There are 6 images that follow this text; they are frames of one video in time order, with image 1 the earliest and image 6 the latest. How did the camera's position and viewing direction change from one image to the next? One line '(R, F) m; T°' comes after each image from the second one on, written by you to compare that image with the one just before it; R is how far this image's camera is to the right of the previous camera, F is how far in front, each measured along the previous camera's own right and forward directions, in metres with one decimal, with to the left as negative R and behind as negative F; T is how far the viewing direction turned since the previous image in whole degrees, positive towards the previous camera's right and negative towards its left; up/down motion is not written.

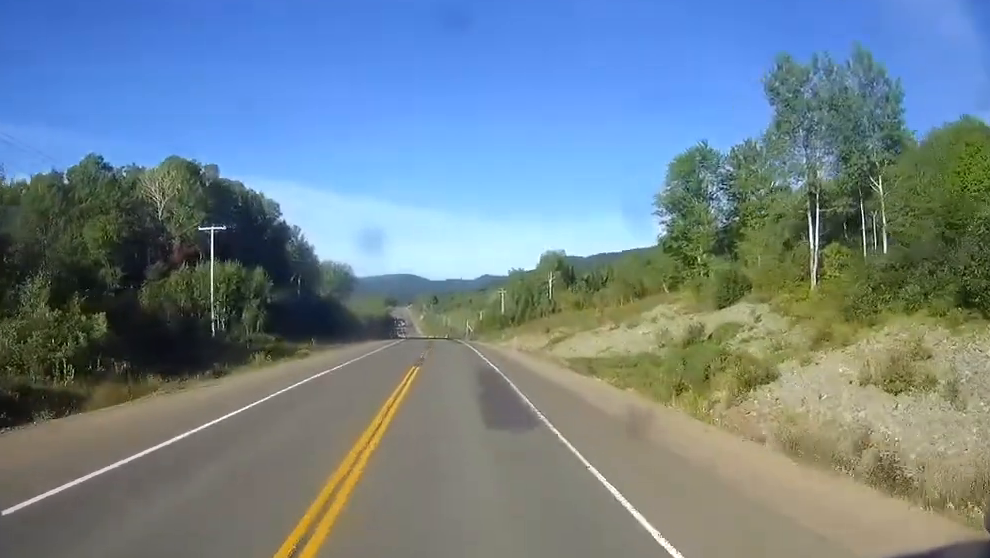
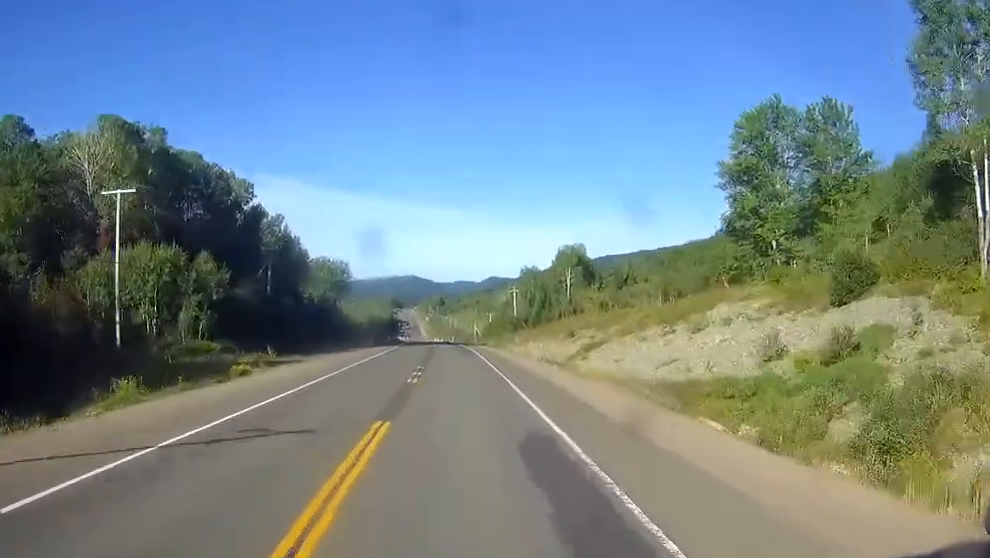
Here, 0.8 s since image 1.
(-0.1, +21.6) m; -1°
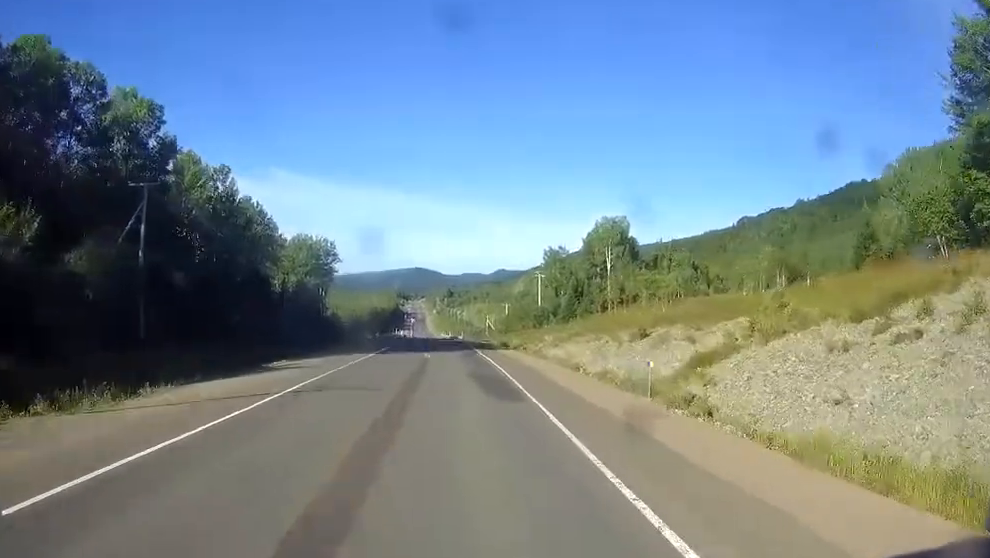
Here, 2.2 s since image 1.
(-0.3, +39.4) m; -1°
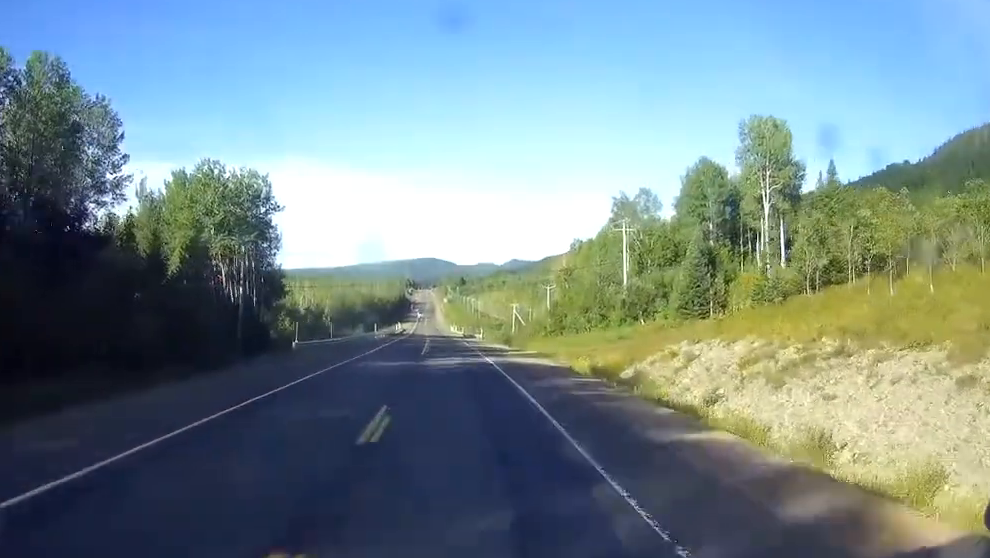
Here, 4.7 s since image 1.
(-0.1, +71.8) m; 0°
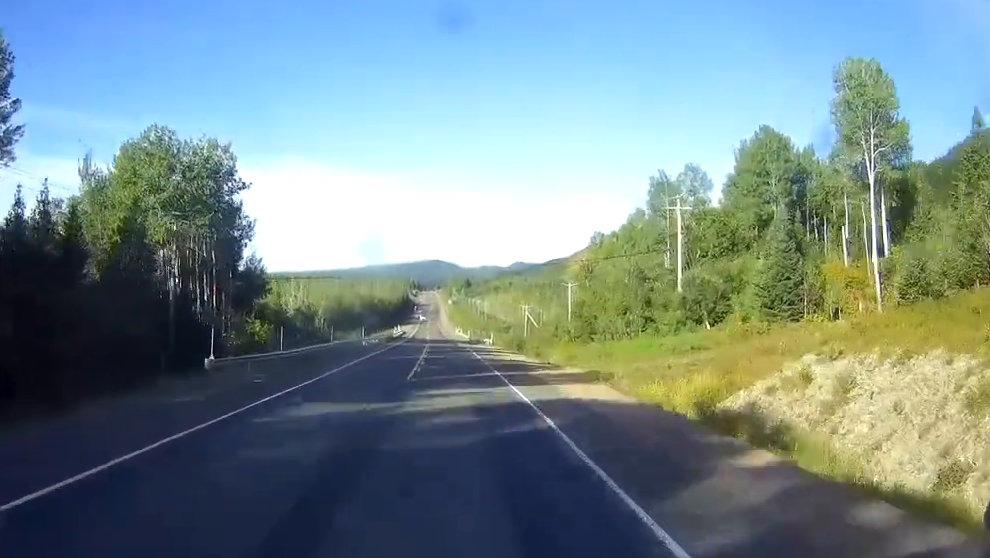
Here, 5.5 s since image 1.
(+0.1, +20.3) m; 0°
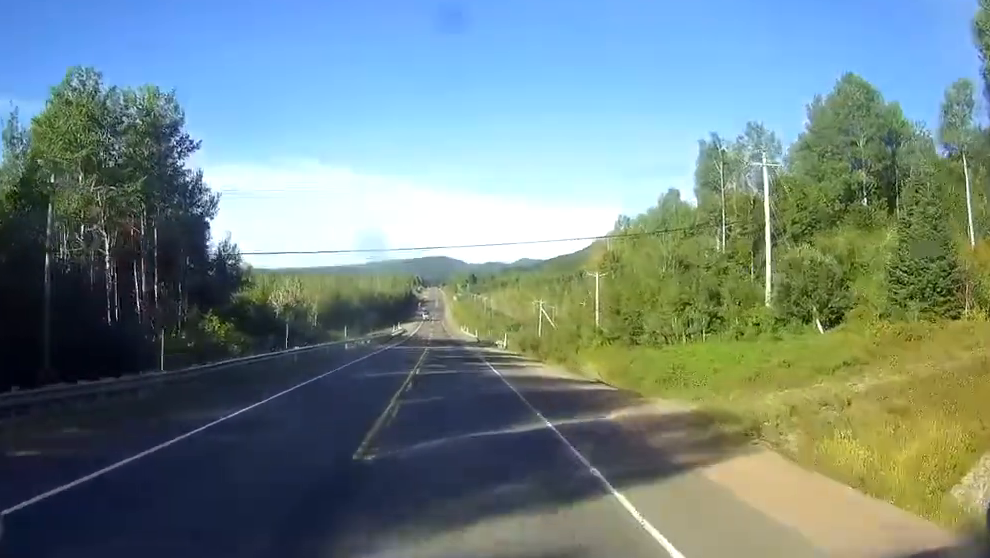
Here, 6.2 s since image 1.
(0.0, +19.3) m; 0°
